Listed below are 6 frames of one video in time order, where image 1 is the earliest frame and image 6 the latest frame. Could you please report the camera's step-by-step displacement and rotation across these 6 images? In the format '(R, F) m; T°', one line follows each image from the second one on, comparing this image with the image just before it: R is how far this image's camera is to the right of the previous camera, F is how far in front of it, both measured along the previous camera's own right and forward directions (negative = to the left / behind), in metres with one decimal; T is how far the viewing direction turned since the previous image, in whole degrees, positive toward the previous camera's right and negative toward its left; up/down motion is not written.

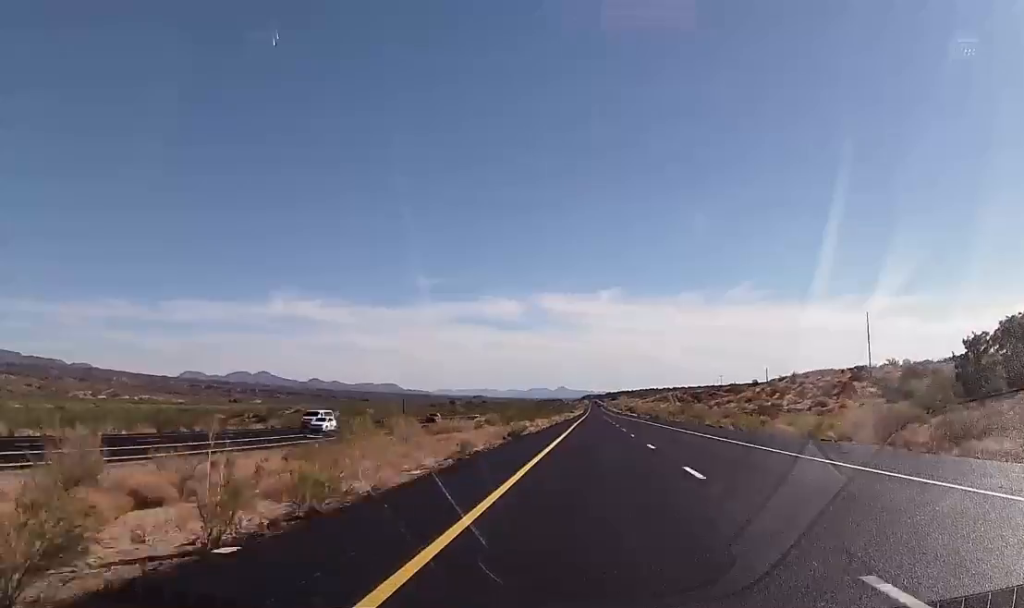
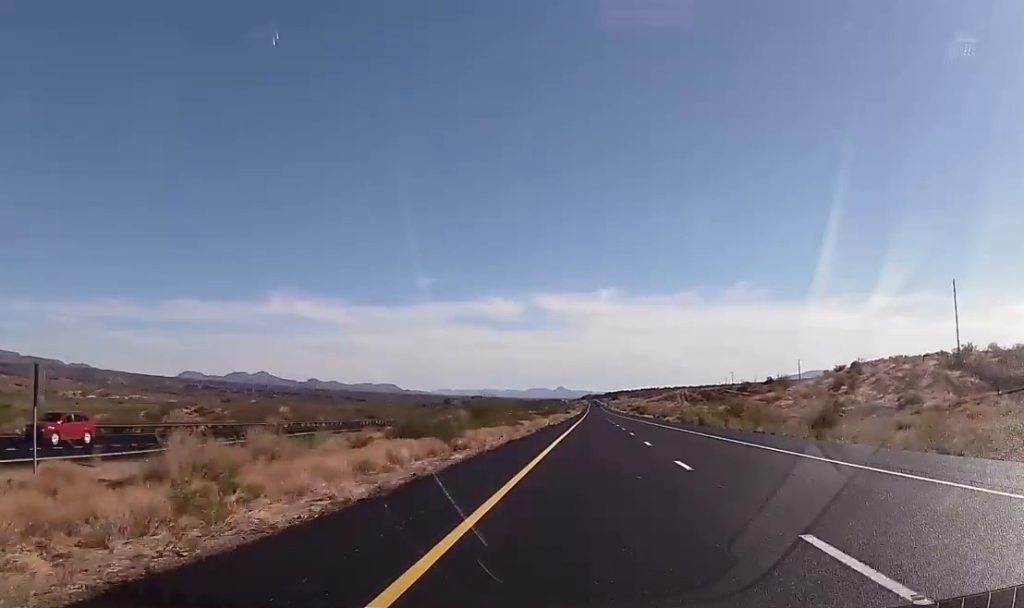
(+0.1, +46.4) m; 0°
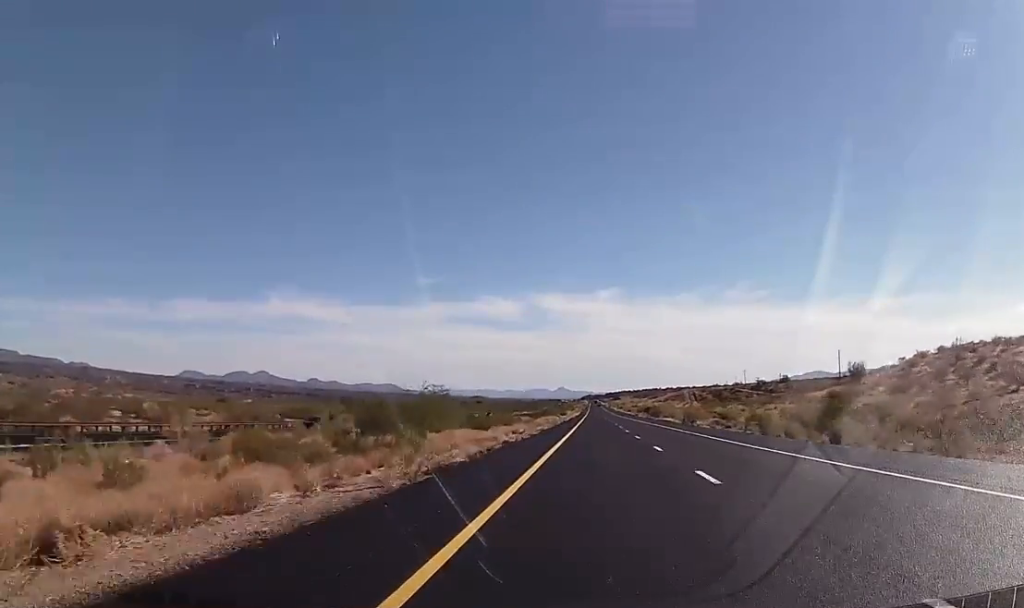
(0.0, +39.4) m; 0°
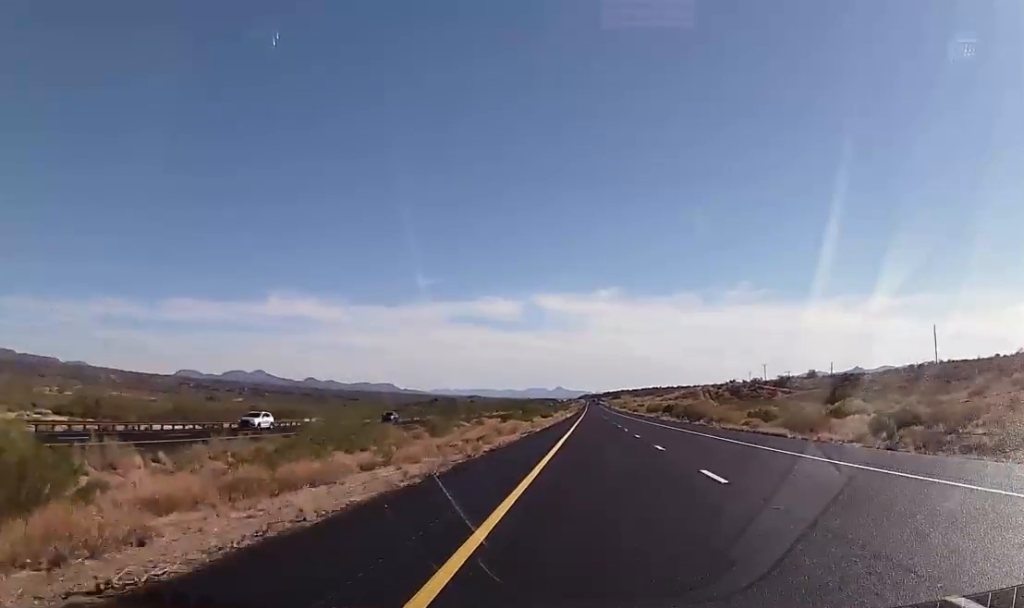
(+0.7, +60.8) m; +1°
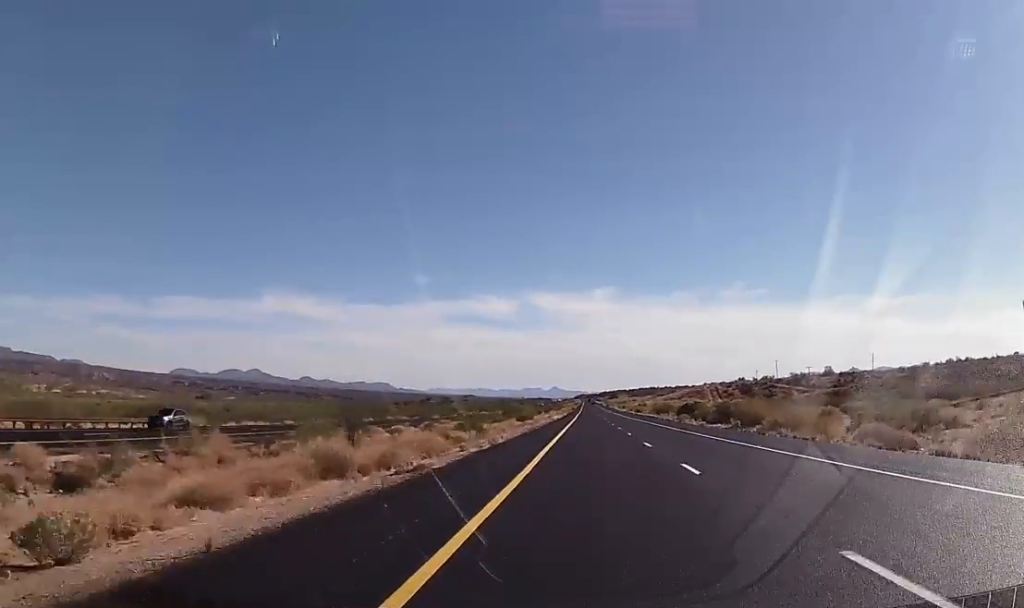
(-0.2, +34.5) m; 0°
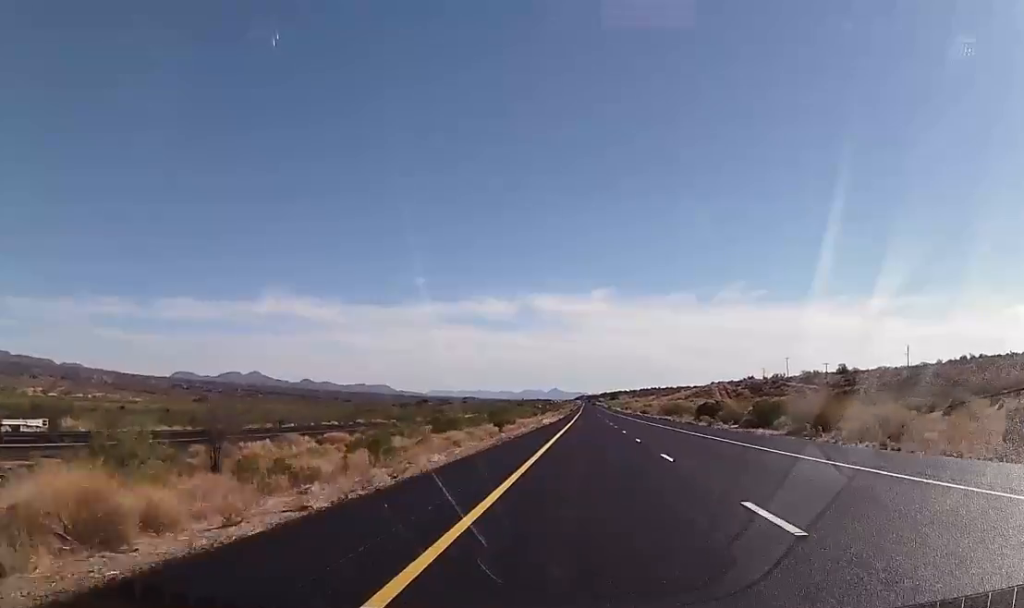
(0.0, +20.2) m; 0°
